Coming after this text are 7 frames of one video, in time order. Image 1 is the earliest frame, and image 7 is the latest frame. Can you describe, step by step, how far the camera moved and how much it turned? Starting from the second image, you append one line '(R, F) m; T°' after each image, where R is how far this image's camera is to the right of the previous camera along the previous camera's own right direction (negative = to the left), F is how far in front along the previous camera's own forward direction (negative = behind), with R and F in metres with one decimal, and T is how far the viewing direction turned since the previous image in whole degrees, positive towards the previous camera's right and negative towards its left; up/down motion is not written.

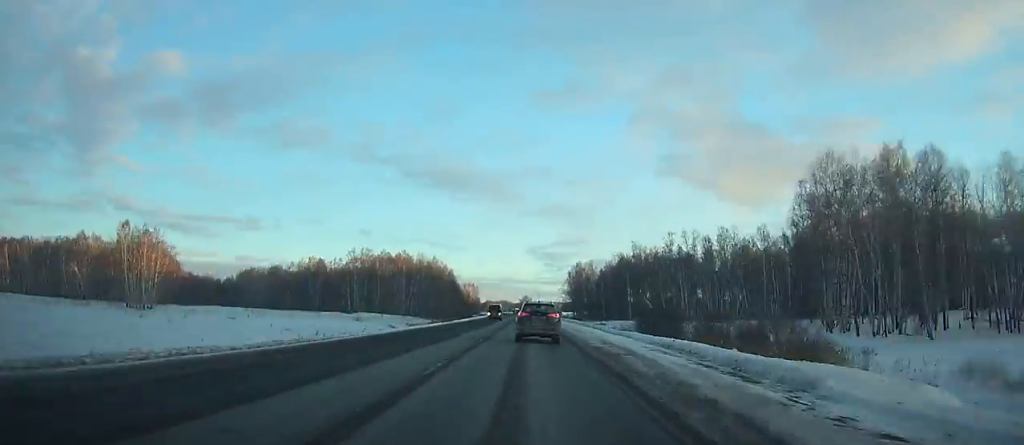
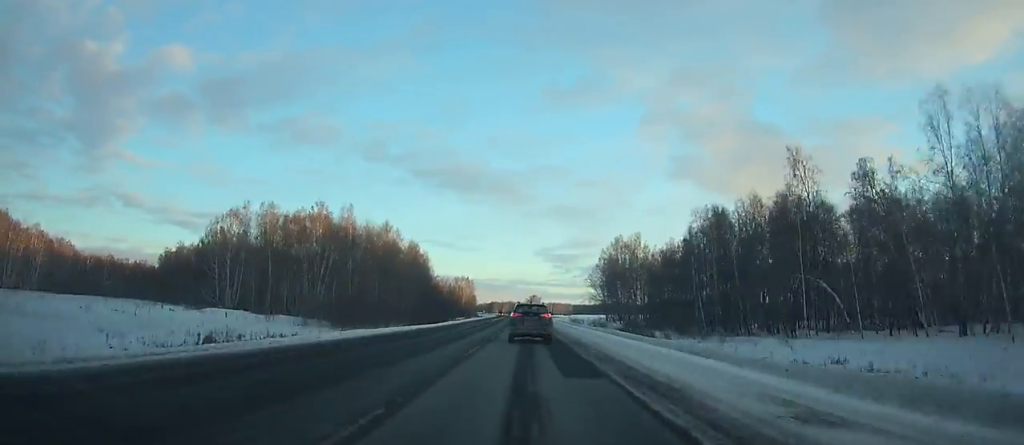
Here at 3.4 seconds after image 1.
(-1.2, +91.8) m; -1°
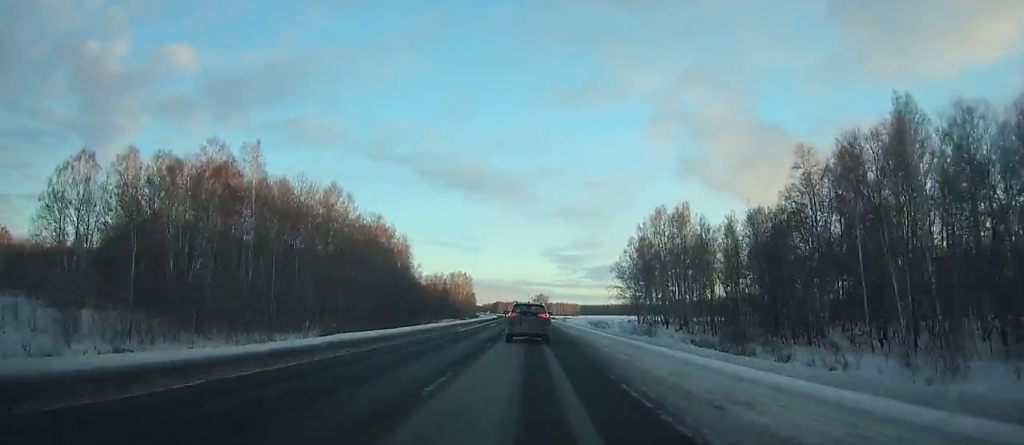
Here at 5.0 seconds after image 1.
(-0.2, +43.2) m; 0°
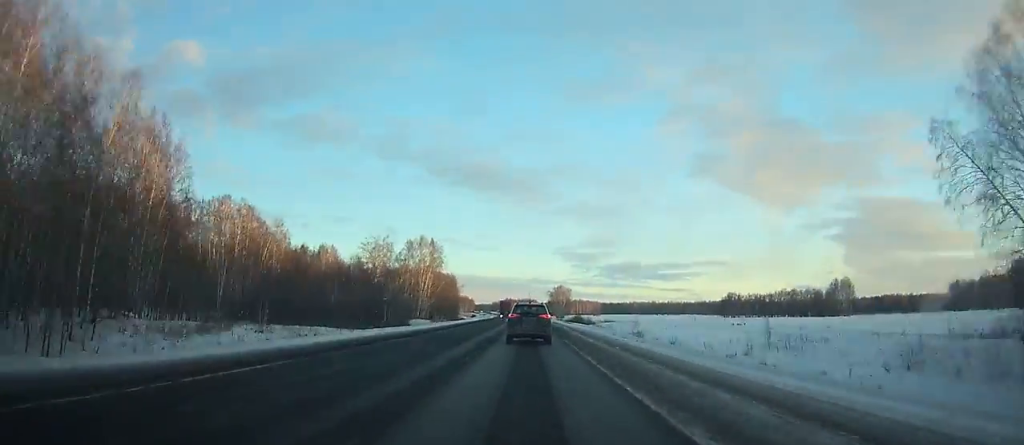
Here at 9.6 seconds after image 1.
(-1.0, +125.2) m; -1°
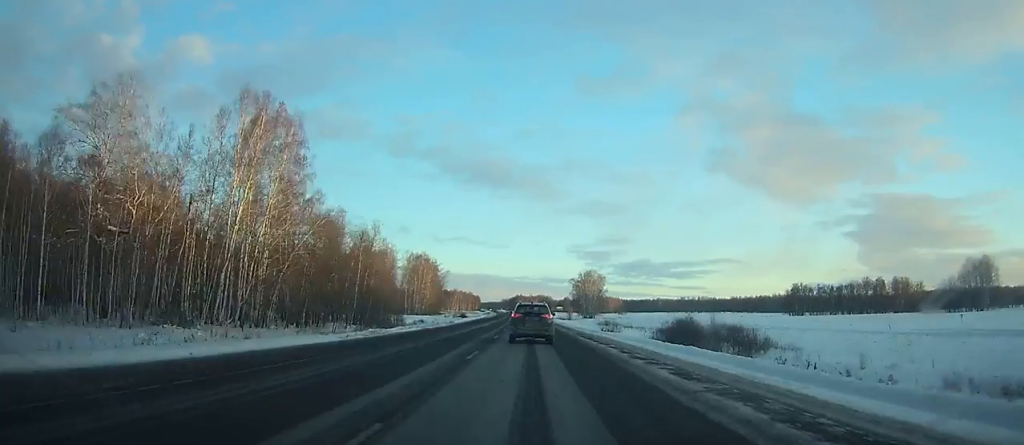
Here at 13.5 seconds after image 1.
(-1.1, +107.7) m; -1°
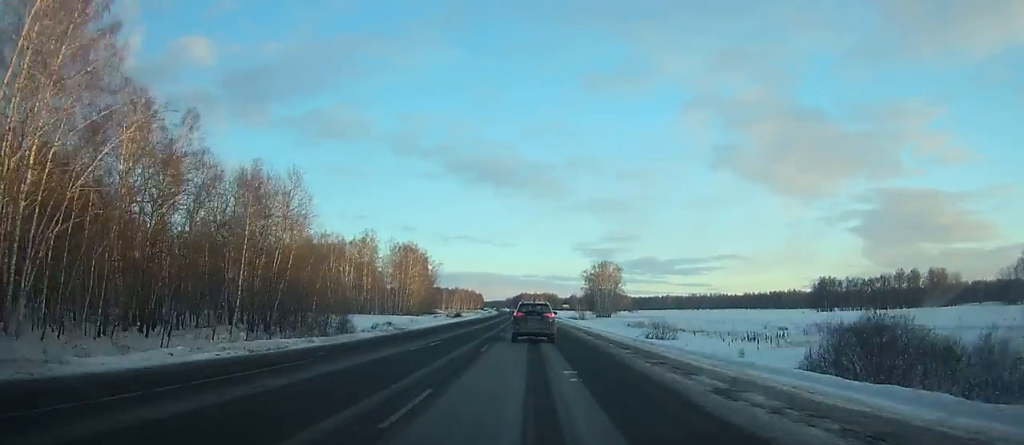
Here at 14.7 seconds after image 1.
(-0.1, +33.4) m; 0°
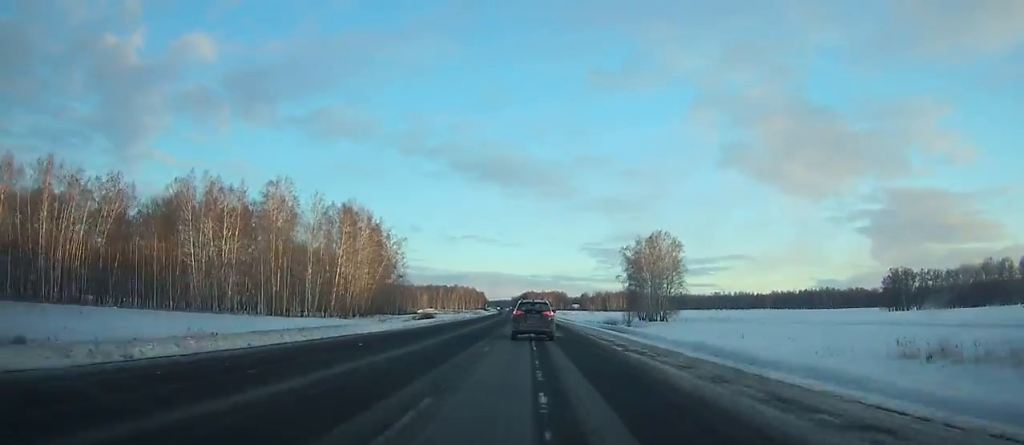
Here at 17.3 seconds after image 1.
(-0.7, +73.0) m; -1°
